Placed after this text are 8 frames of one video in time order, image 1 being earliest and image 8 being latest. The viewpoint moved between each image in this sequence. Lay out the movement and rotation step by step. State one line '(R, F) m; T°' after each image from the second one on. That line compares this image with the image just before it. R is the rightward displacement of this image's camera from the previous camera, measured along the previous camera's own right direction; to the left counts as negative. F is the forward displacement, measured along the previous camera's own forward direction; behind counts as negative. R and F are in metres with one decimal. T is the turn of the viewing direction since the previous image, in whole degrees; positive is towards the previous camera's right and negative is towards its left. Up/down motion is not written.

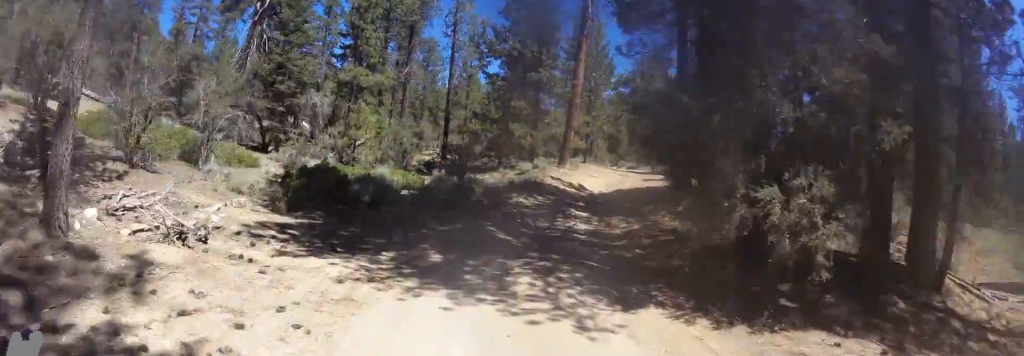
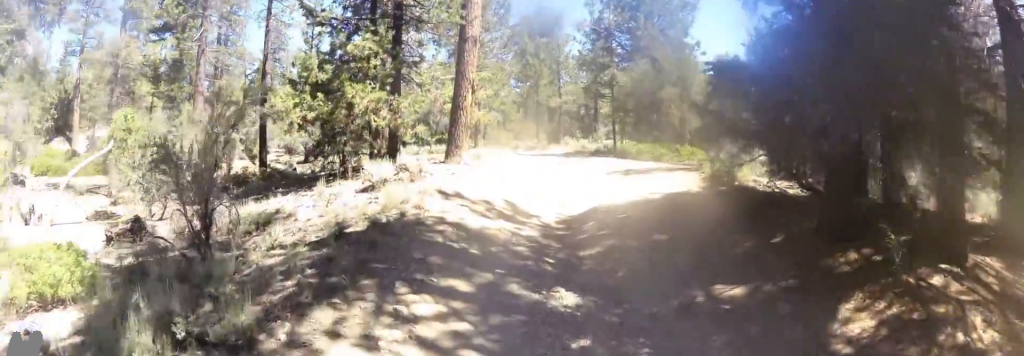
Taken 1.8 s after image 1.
(+0.1, +14.5) m; +10°
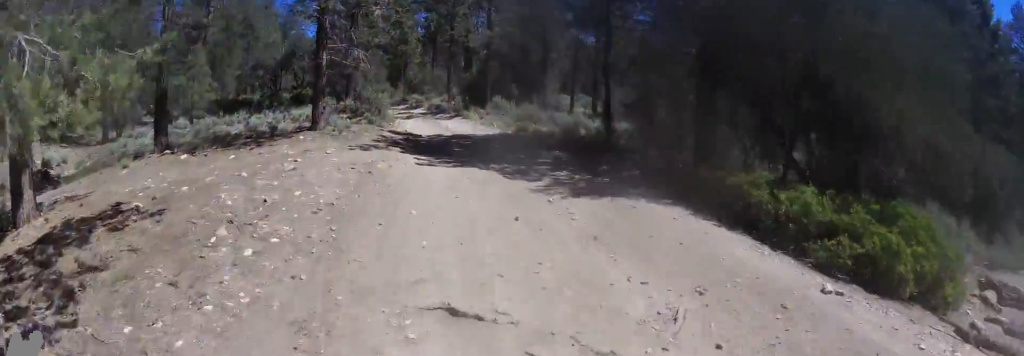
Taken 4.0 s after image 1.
(+4.5, +16.5) m; +18°
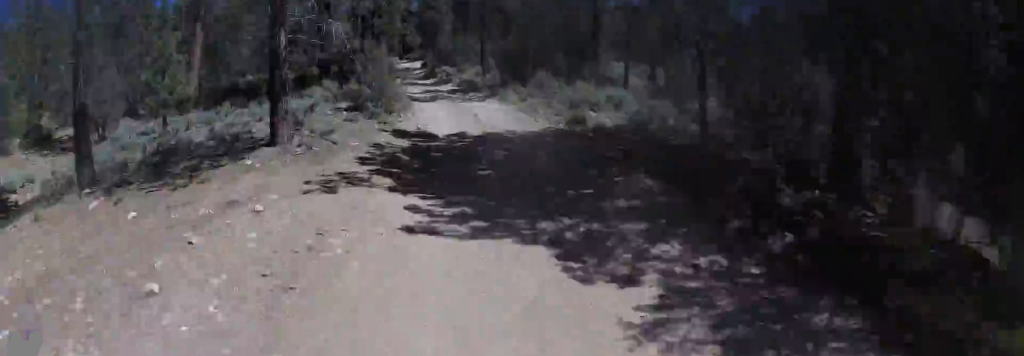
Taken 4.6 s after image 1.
(-0.6, +5.1) m; 0°
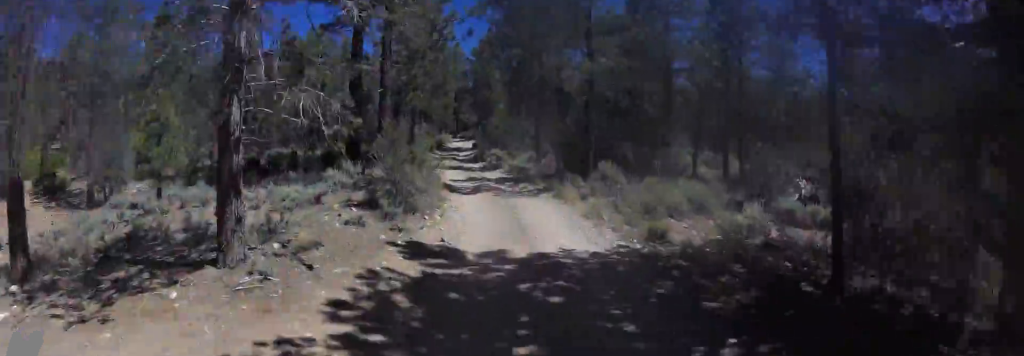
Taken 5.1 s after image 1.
(+0.1, +3.6) m; 0°
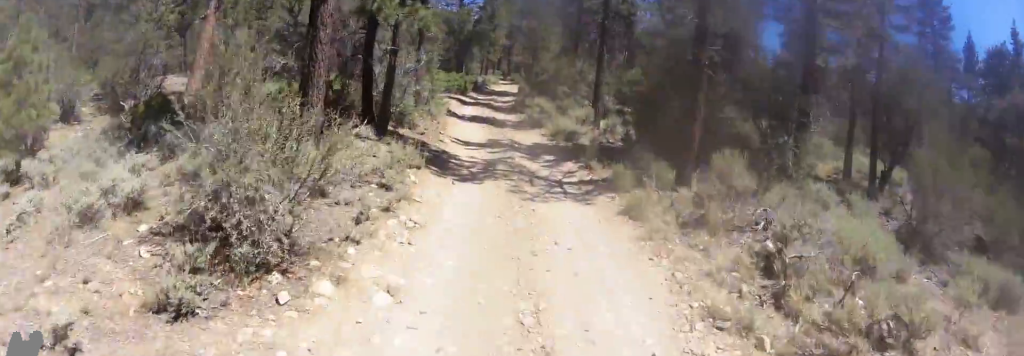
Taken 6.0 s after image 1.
(+0.4, +7.0) m; -2°
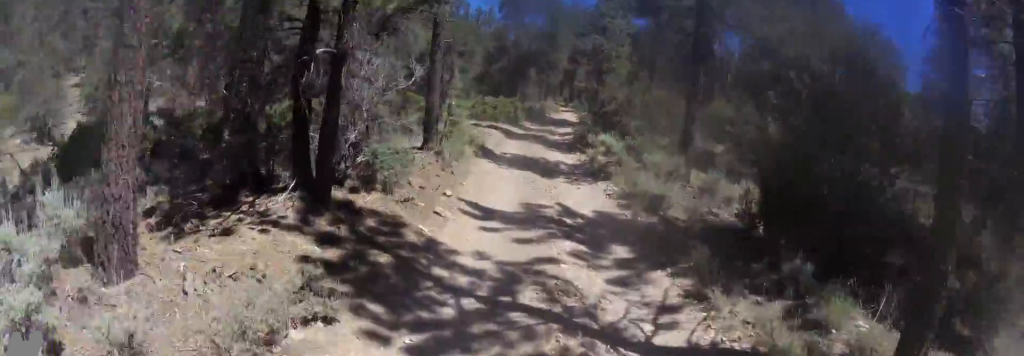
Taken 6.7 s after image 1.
(-0.5, +5.4) m; -5°
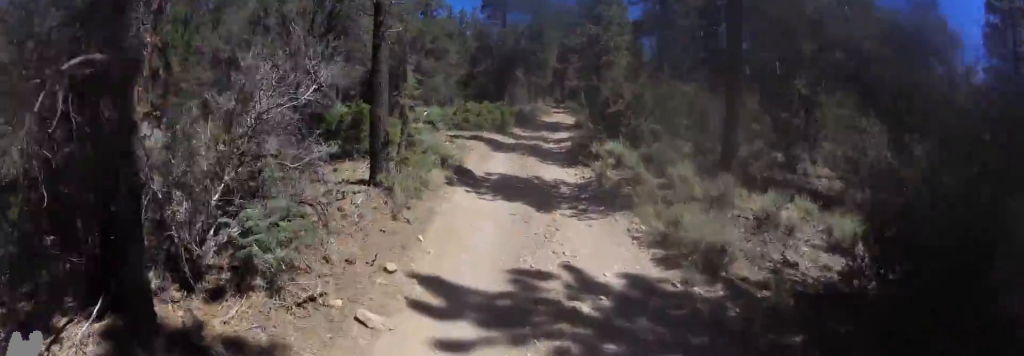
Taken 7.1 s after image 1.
(-0.1, +3.4) m; -4°
